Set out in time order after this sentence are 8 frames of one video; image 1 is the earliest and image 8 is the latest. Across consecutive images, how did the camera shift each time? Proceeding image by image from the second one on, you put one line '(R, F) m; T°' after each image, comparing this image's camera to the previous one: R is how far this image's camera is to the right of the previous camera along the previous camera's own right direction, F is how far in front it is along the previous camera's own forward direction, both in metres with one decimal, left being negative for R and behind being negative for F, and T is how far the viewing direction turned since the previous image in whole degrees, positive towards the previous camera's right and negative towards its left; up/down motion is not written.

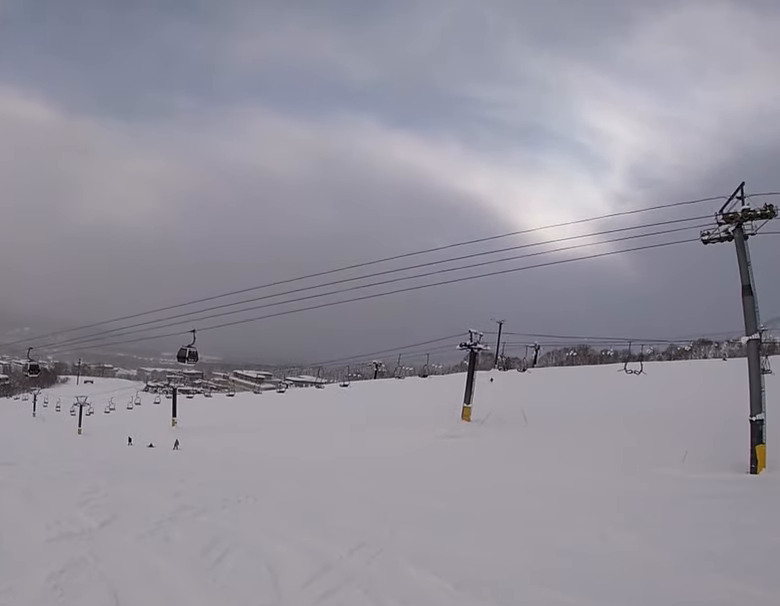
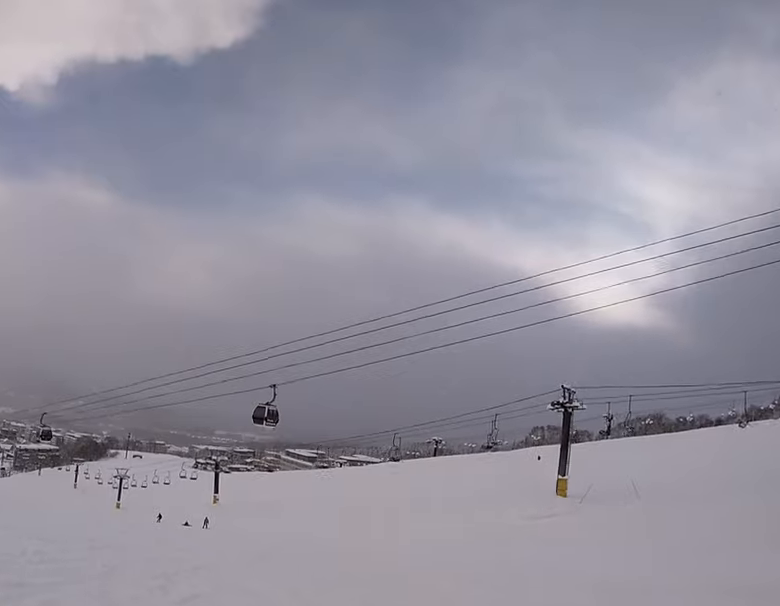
(-0.5, +7.8) m; -5°
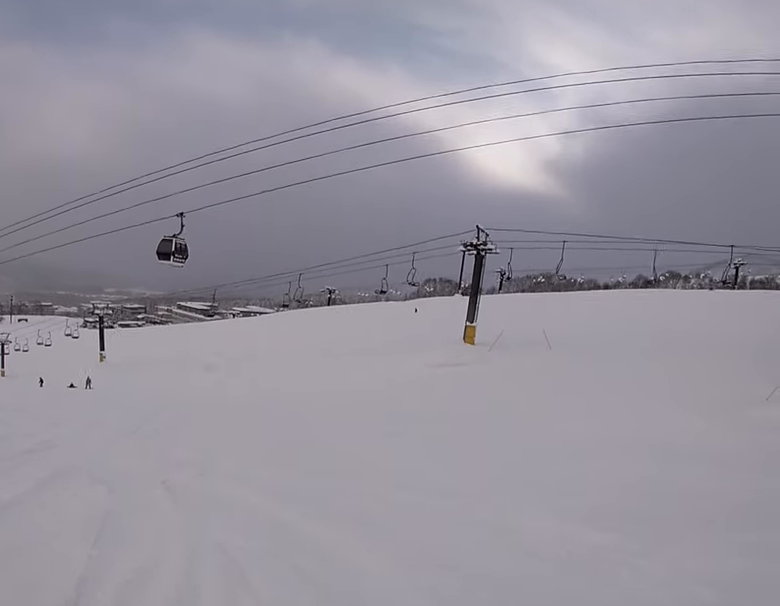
(-0.6, +4.4) m; +1°
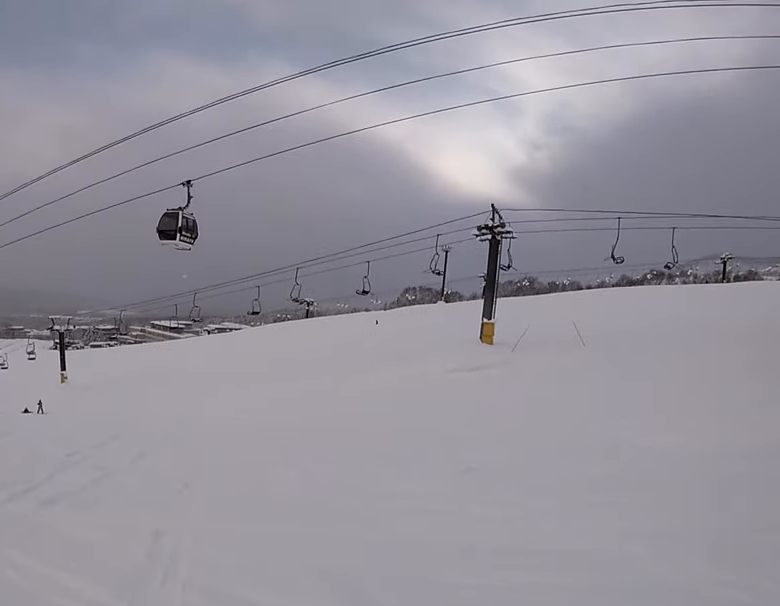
(+0.9, +6.8) m; +6°
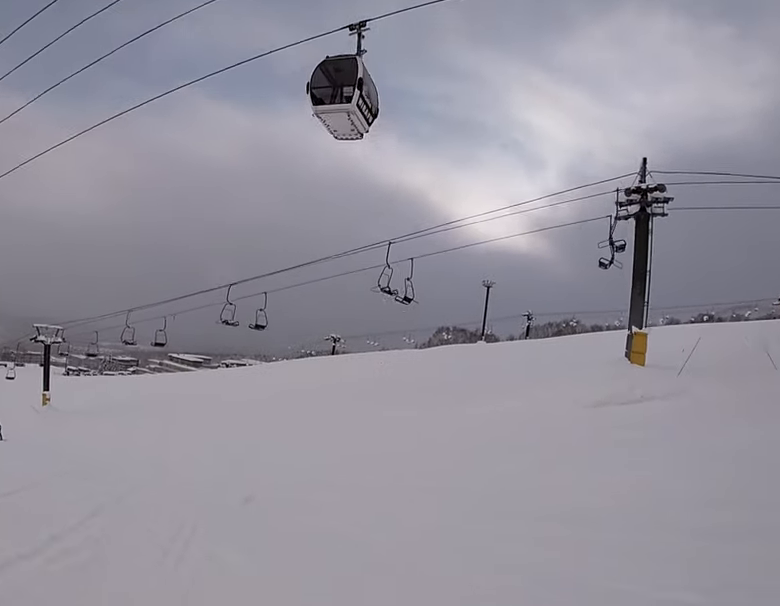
(-0.1, +12.4) m; -5°
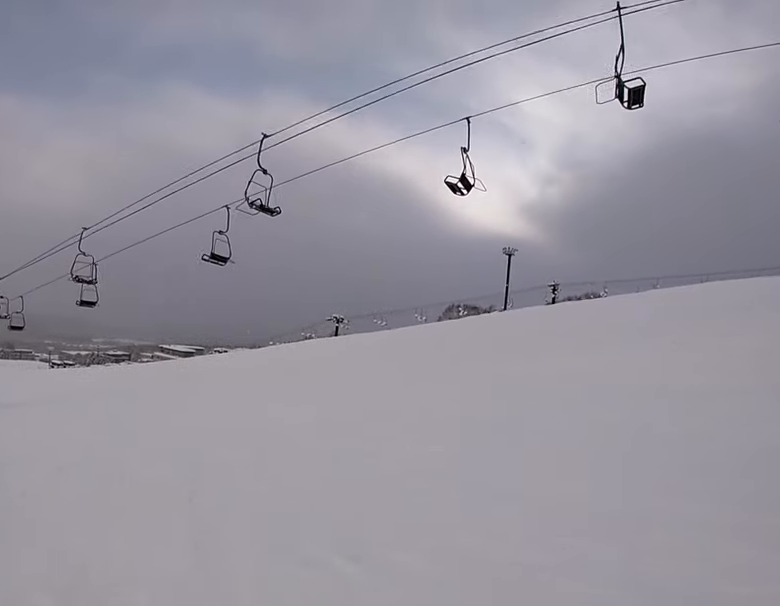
(0.0, +14.0) m; +5°
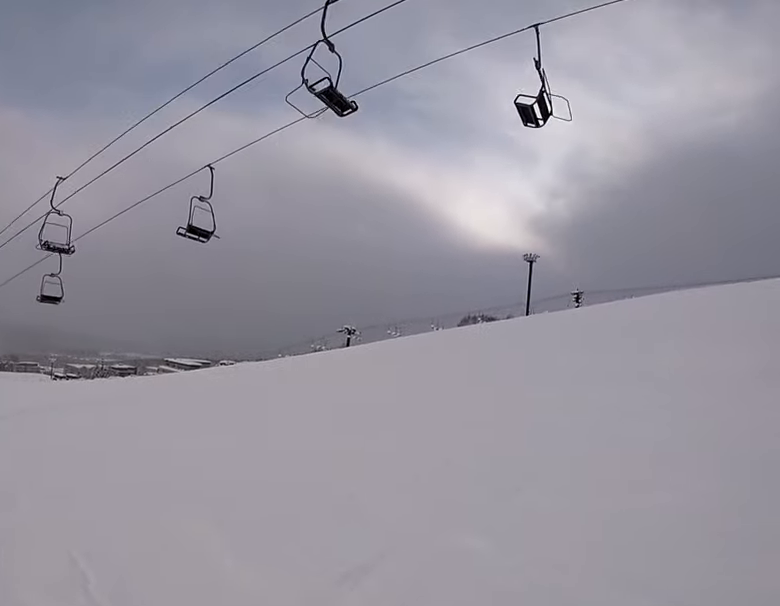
(+0.2, +5.9) m; 0°
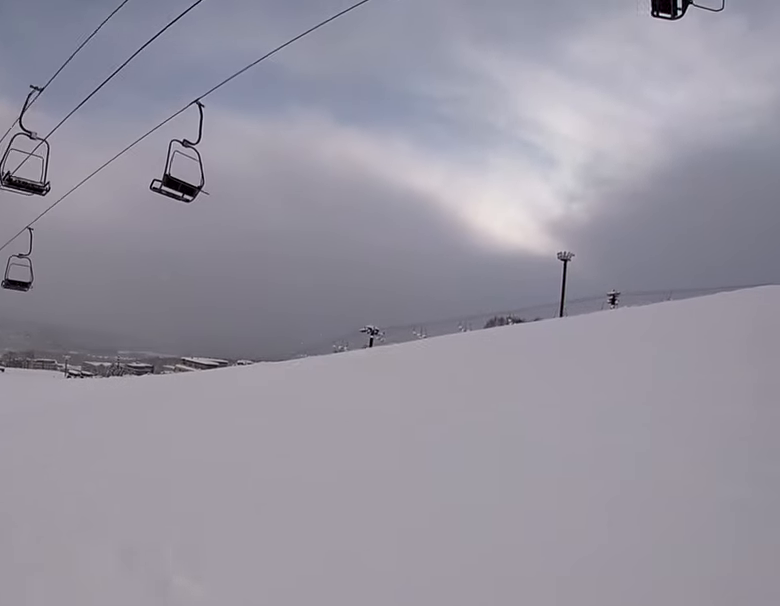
(+0.2, +5.2) m; -4°
